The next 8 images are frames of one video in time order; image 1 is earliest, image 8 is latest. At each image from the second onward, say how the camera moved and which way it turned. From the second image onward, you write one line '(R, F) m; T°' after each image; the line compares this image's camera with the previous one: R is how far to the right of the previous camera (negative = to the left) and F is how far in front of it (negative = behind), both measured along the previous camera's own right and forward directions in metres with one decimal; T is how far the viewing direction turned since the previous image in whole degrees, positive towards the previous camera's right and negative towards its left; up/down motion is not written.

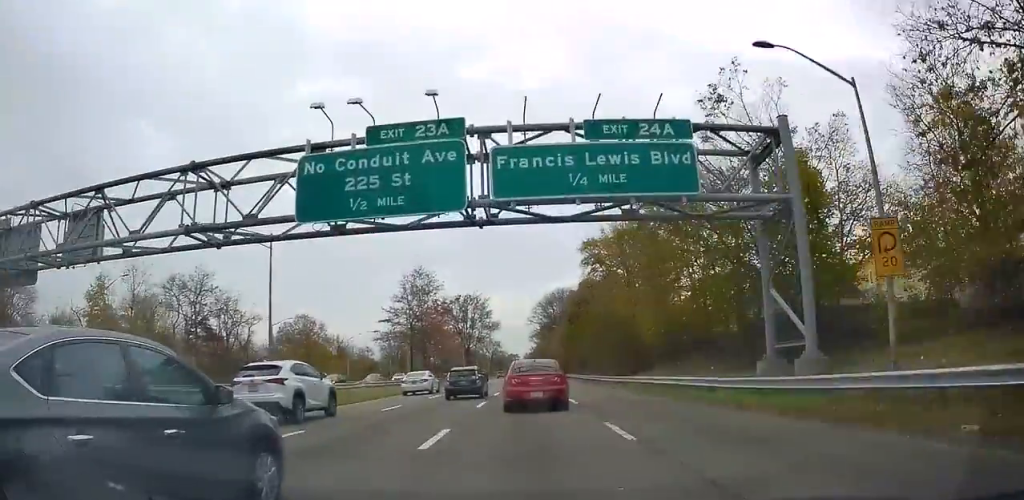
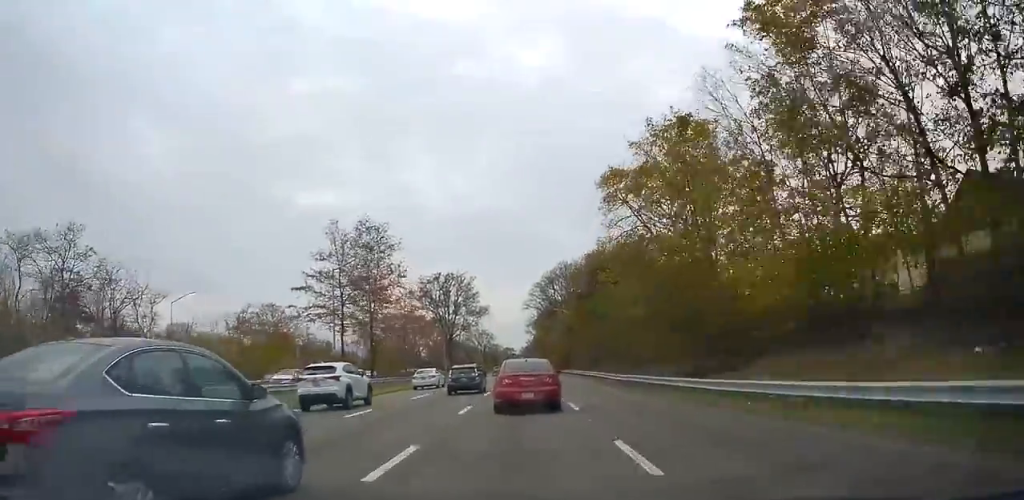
(-0.1, +23.4) m; 0°
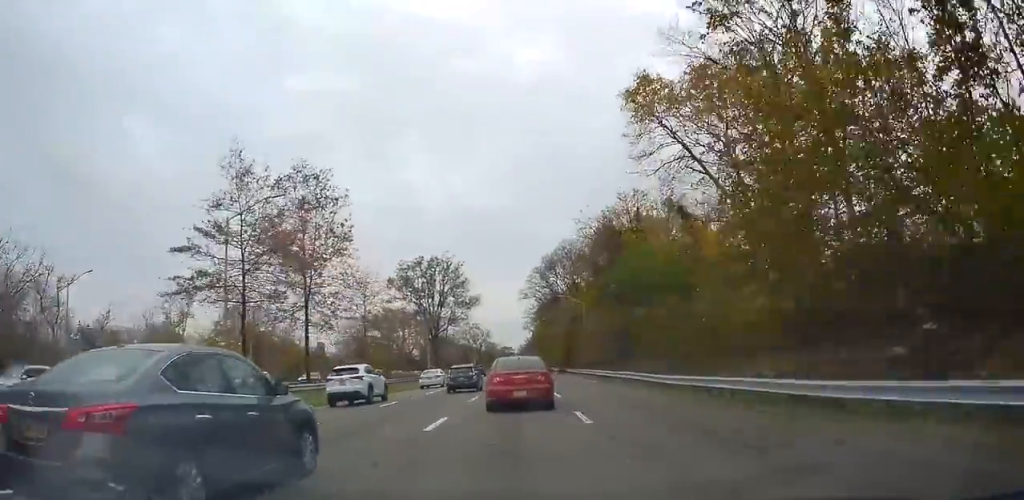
(0.0, +15.3) m; 0°
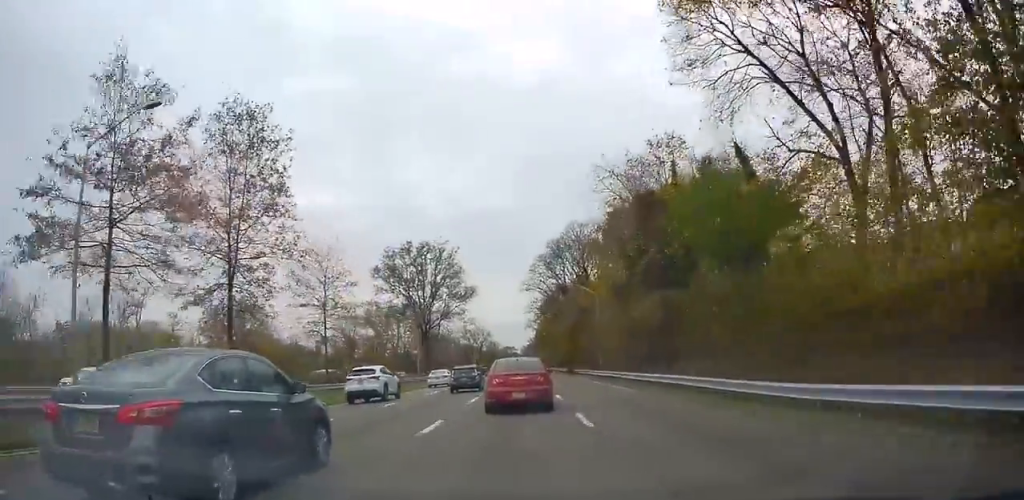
(+0.1, +10.6) m; 0°
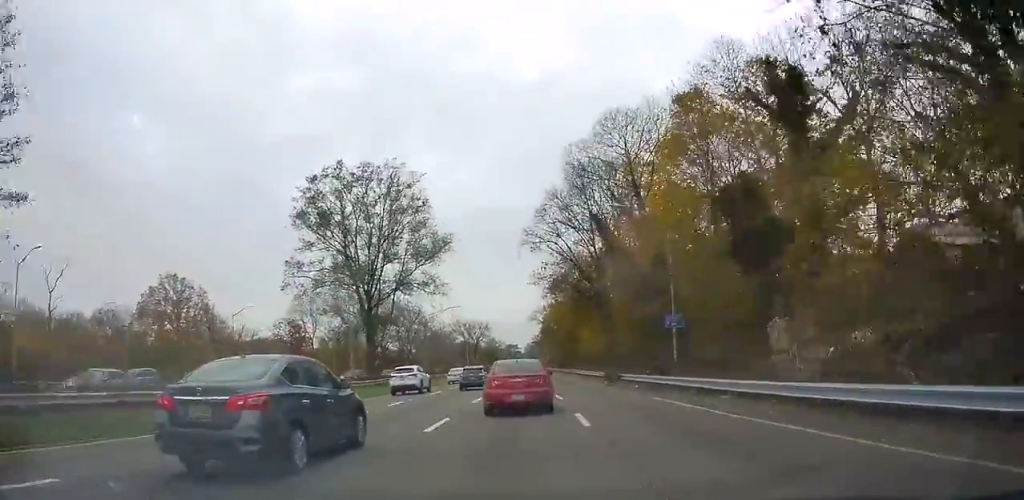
(+0.1, +30.0) m; 0°
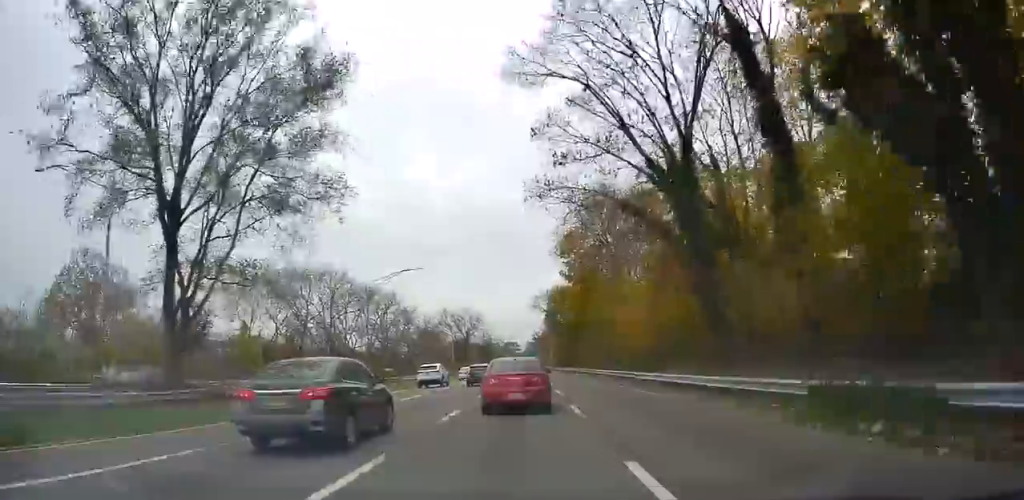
(0.0, +28.7) m; 0°
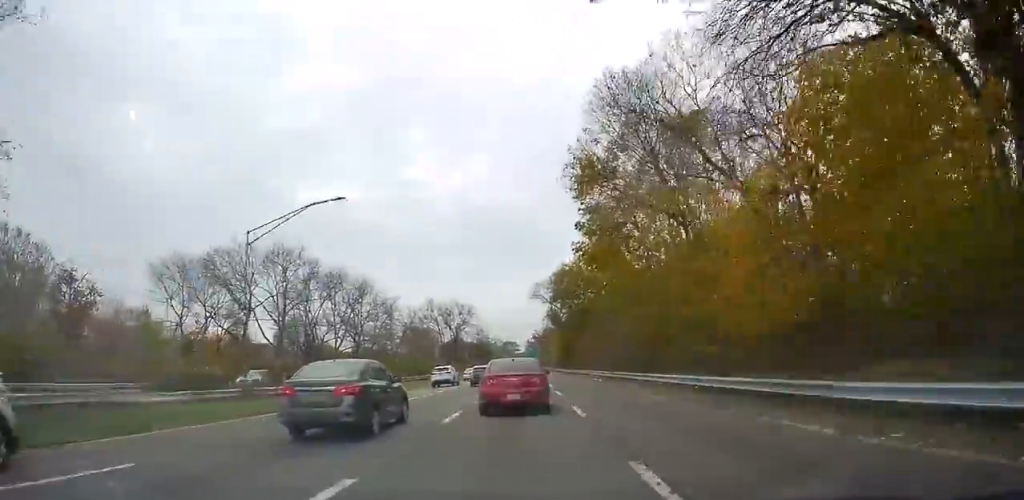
(0.0, +20.2) m; -1°
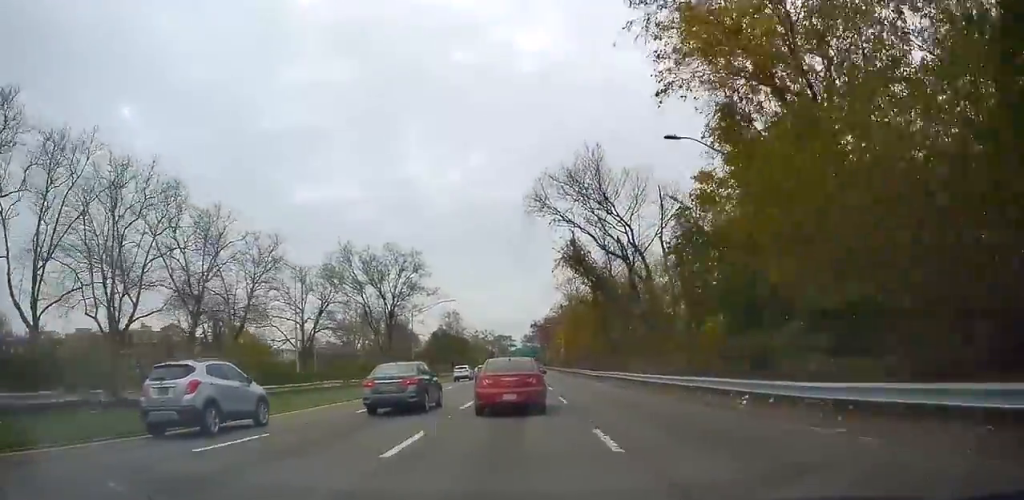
(+0.5, +55.8) m; +2°
